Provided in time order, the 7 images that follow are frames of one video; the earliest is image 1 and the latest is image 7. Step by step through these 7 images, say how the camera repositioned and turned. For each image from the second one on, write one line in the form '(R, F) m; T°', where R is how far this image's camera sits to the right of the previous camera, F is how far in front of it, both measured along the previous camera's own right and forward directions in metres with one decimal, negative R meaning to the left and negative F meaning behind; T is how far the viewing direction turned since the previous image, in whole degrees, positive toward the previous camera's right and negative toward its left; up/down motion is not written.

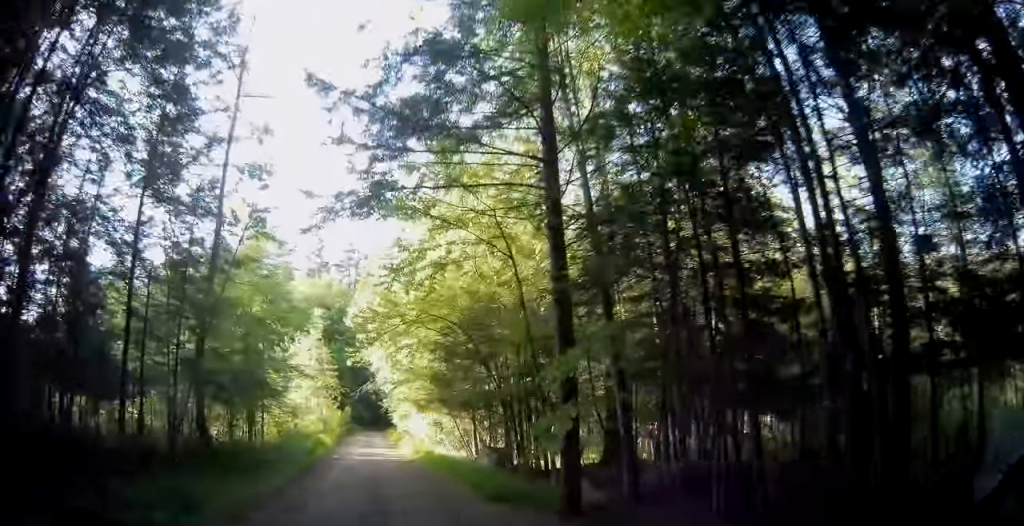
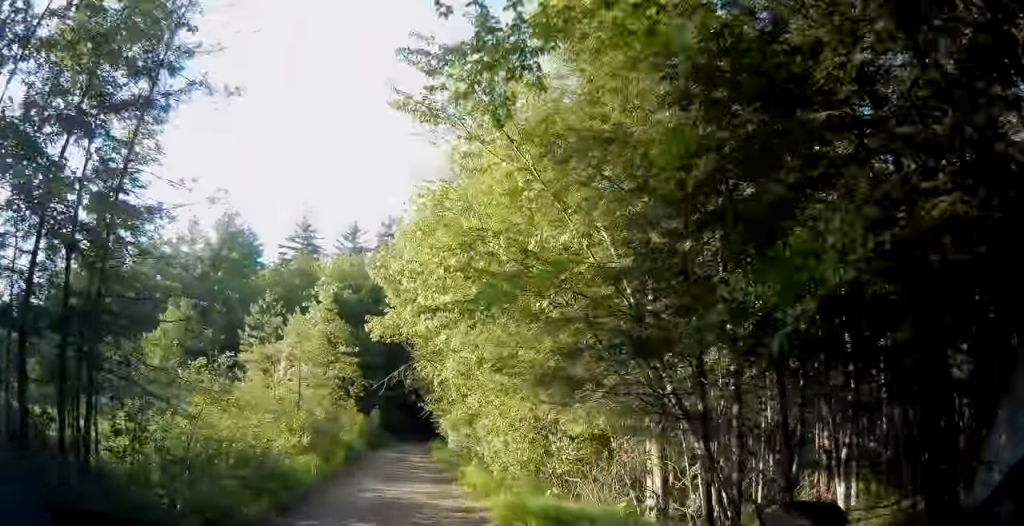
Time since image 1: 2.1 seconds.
(-0.2, +15.7) m; -3°
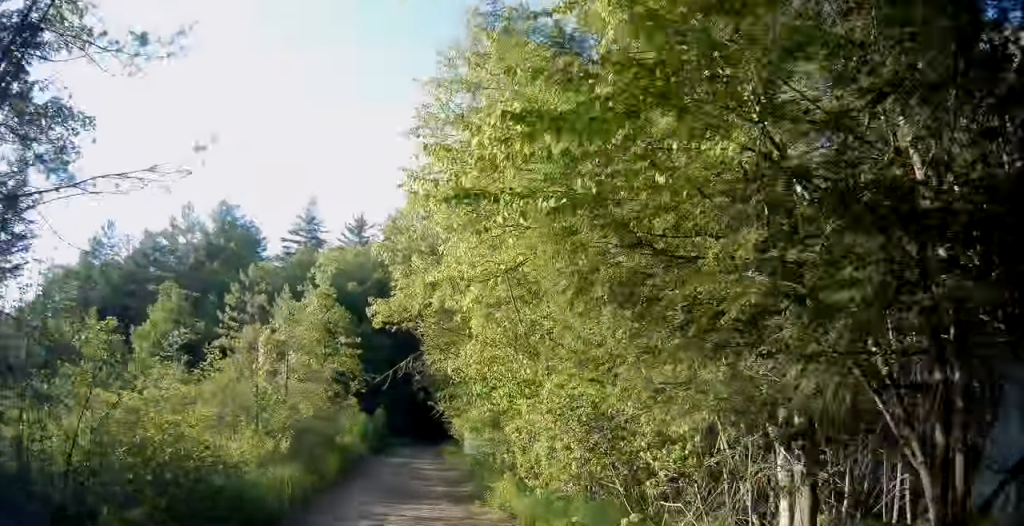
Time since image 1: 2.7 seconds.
(0.0, +4.1) m; 0°
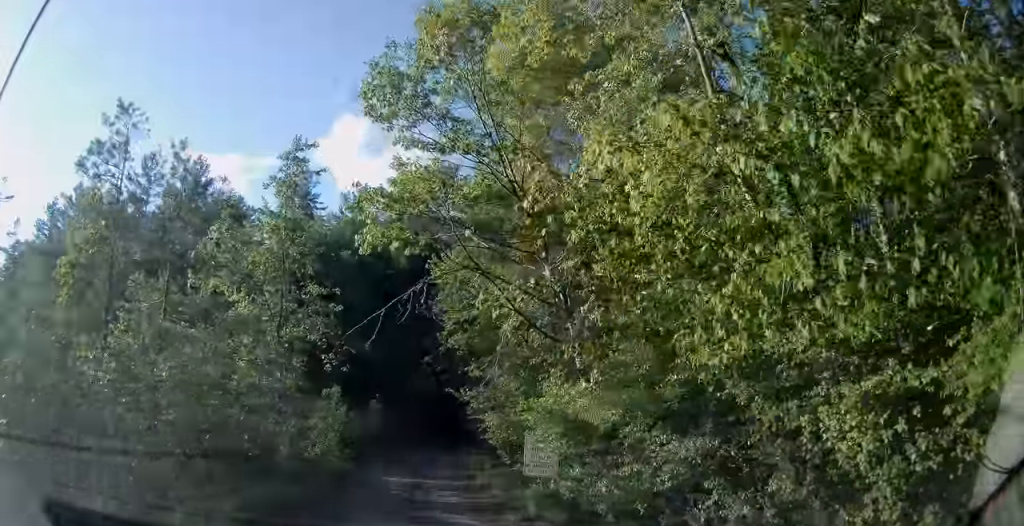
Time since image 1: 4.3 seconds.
(0.0, +11.2) m; 0°
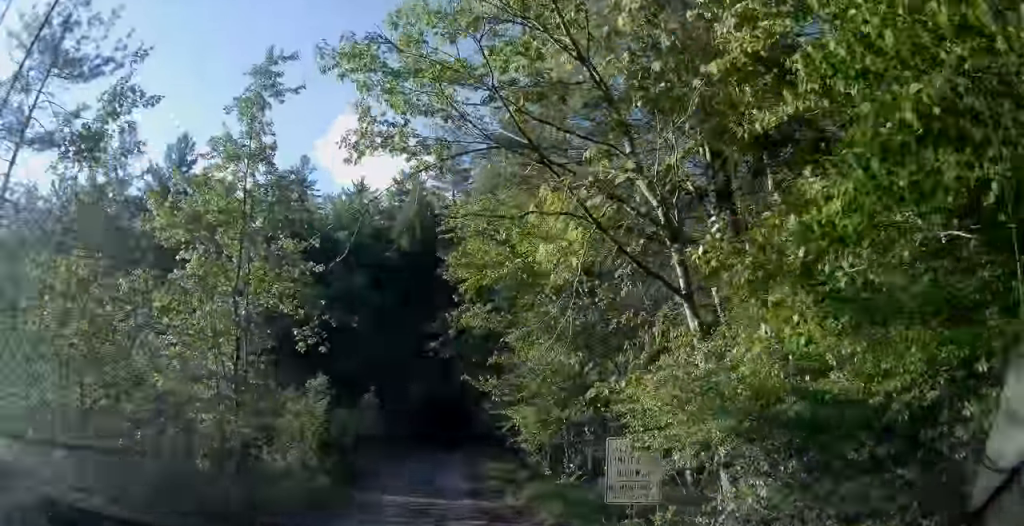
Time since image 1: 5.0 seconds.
(0.0, +5.2) m; 0°
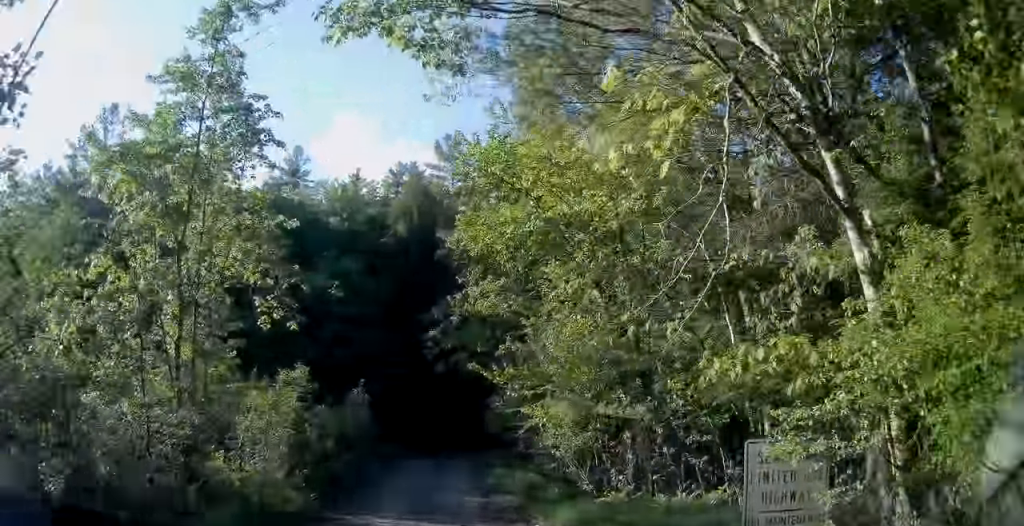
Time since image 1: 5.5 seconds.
(0.0, +3.5) m; 0°
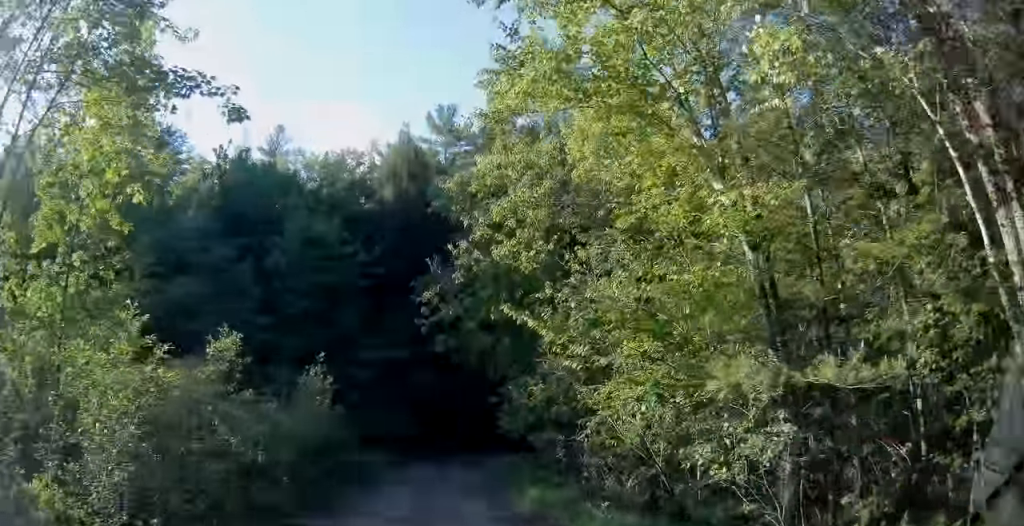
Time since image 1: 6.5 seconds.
(0.0, +6.5) m; +2°
